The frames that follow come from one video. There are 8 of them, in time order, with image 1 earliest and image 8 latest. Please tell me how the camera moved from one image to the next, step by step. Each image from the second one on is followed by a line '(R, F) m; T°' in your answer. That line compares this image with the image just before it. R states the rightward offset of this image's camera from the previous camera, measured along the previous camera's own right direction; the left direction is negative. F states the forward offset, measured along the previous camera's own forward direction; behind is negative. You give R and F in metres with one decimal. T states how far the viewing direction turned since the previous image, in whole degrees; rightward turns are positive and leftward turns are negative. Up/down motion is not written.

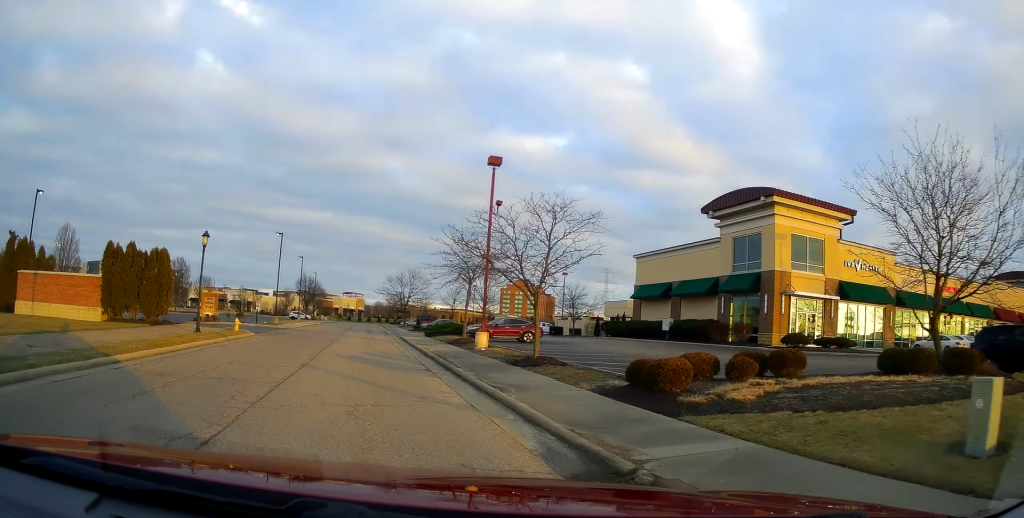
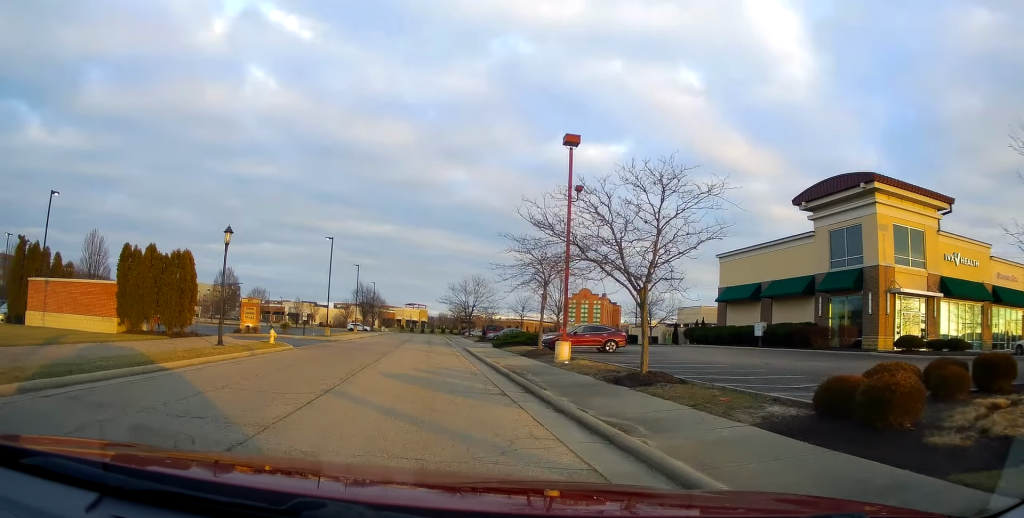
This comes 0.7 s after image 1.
(0.0, +4.3) m; -3°
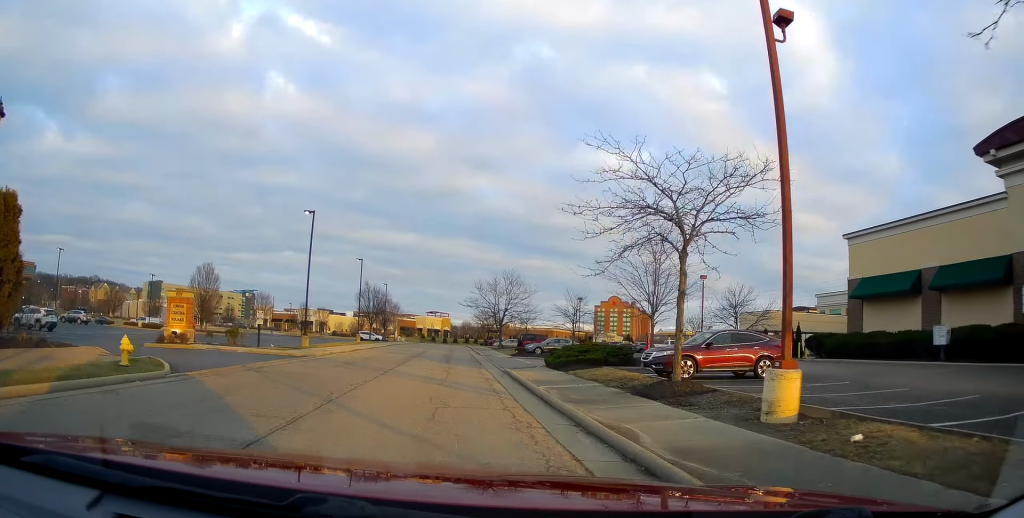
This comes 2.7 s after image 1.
(-1.3, +14.3) m; -7°
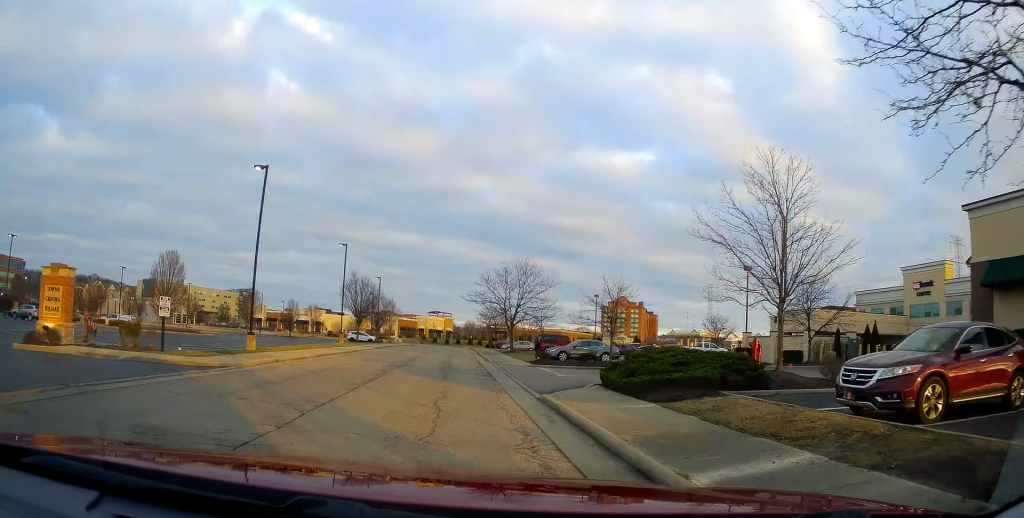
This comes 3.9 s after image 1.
(+0.5, +10.1) m; 0°
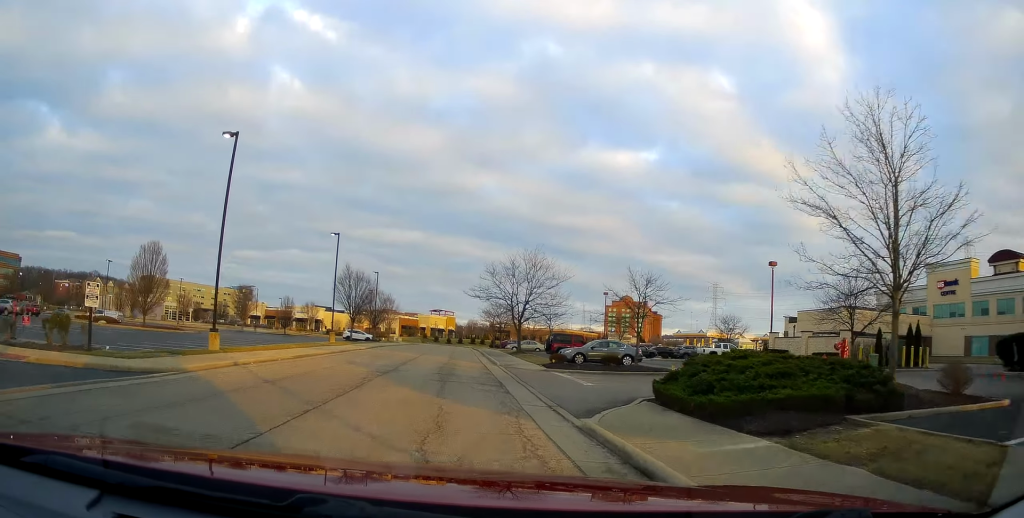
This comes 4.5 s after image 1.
(0.0, +4.4) m; -2°
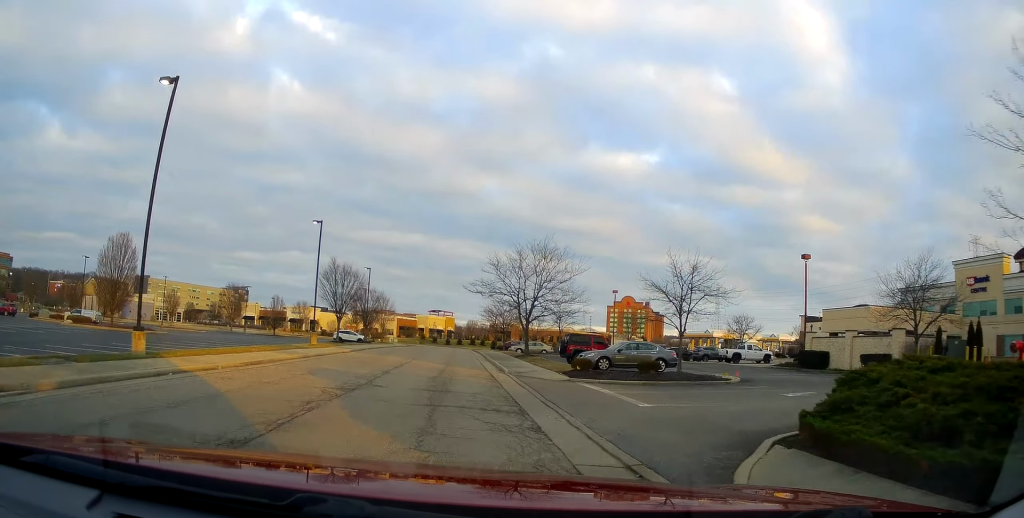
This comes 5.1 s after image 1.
(-0.4, +5.7) m; 0°
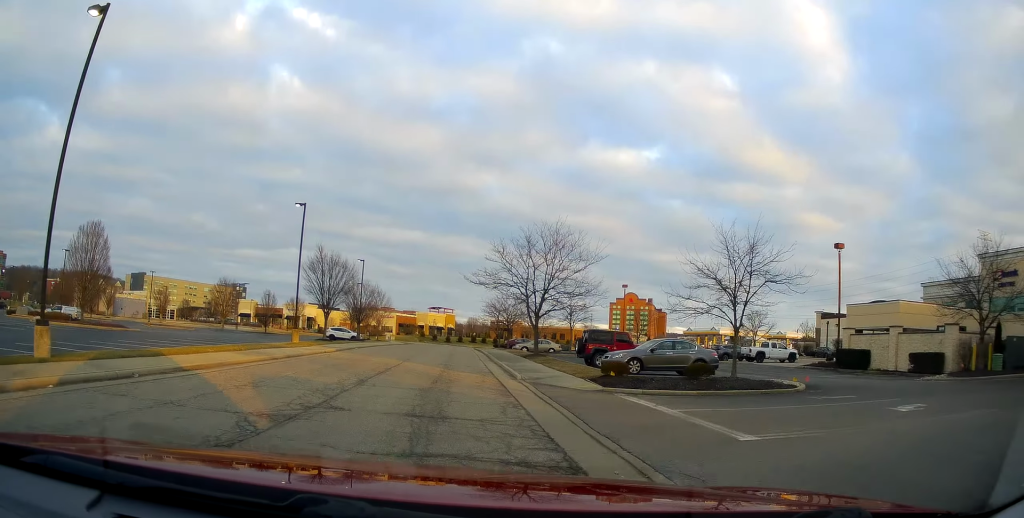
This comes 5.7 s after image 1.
(+0.1, +4.6) m; +1°
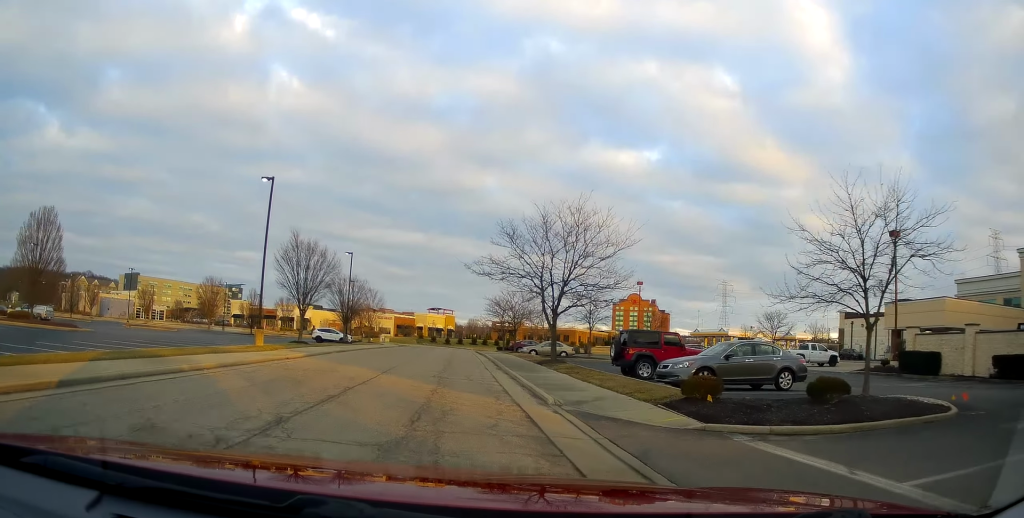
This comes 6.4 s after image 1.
(+0.3, +6.5) m; +2°
